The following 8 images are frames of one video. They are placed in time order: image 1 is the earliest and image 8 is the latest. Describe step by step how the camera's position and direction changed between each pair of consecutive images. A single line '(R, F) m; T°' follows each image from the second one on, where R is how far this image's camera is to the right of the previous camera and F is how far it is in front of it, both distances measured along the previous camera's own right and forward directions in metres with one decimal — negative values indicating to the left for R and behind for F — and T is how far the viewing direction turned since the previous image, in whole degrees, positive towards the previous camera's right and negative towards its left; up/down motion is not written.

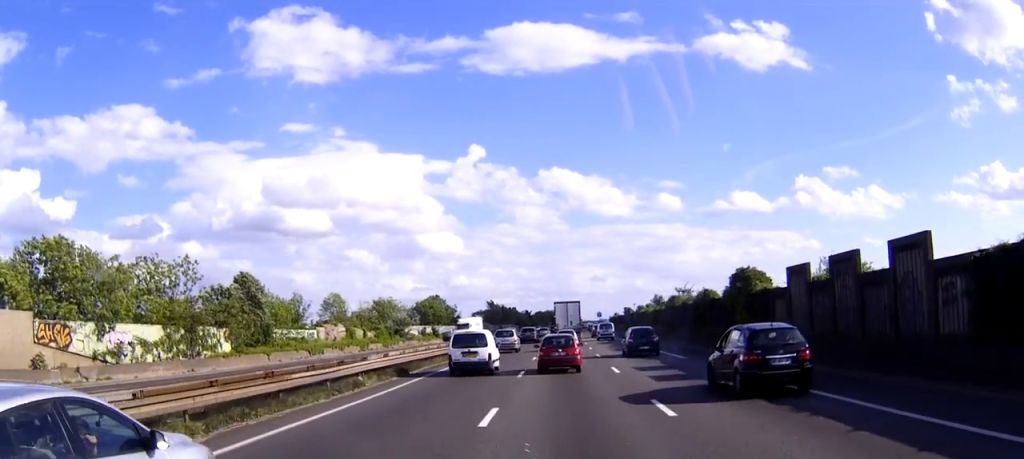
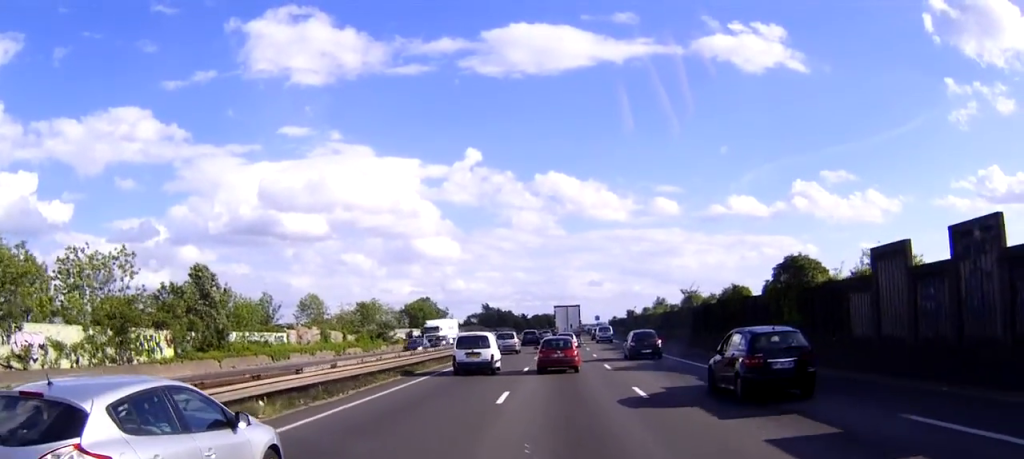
(+0.1, +8.8) m; 0°
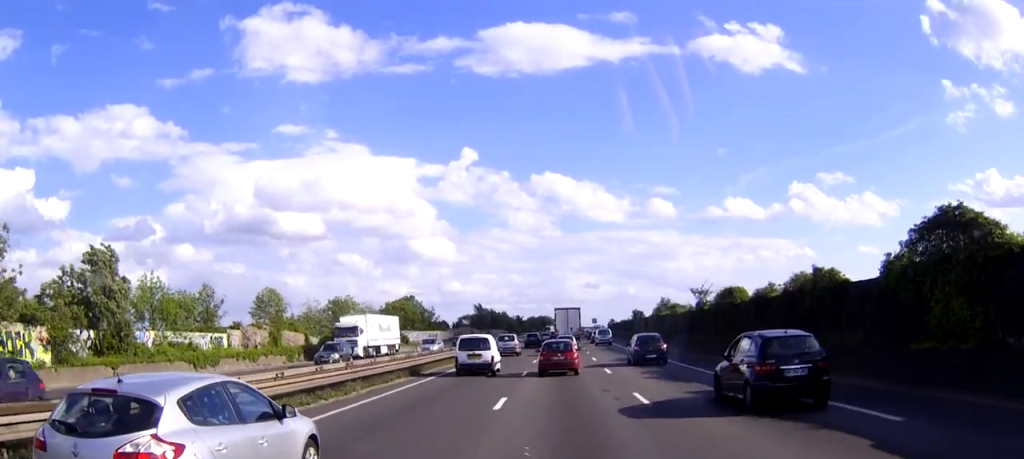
(0.0, +13.4) m; 0°
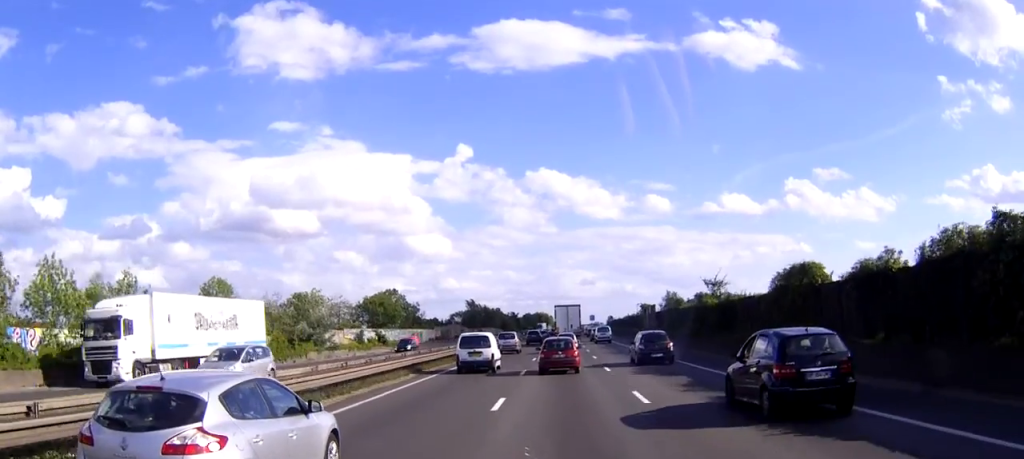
(0.0, +12.9) m; 0°
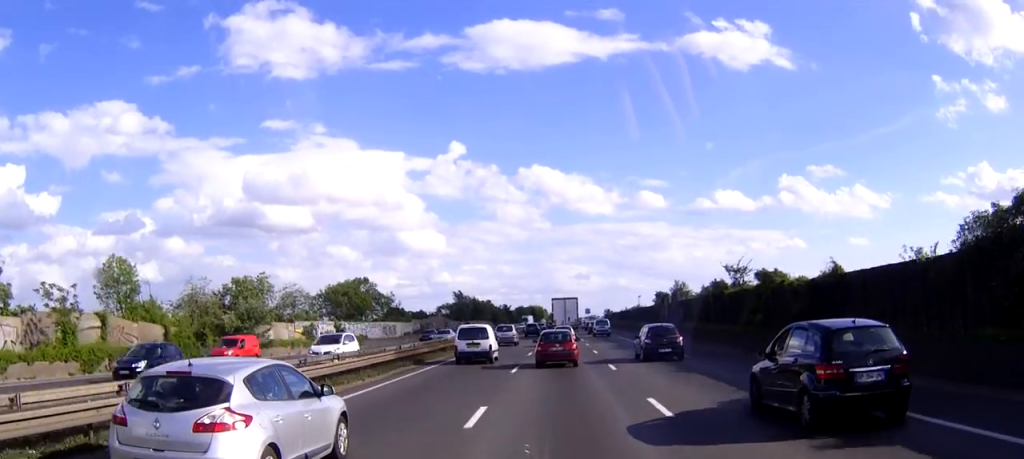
(0.0, +16.7) m; 0°
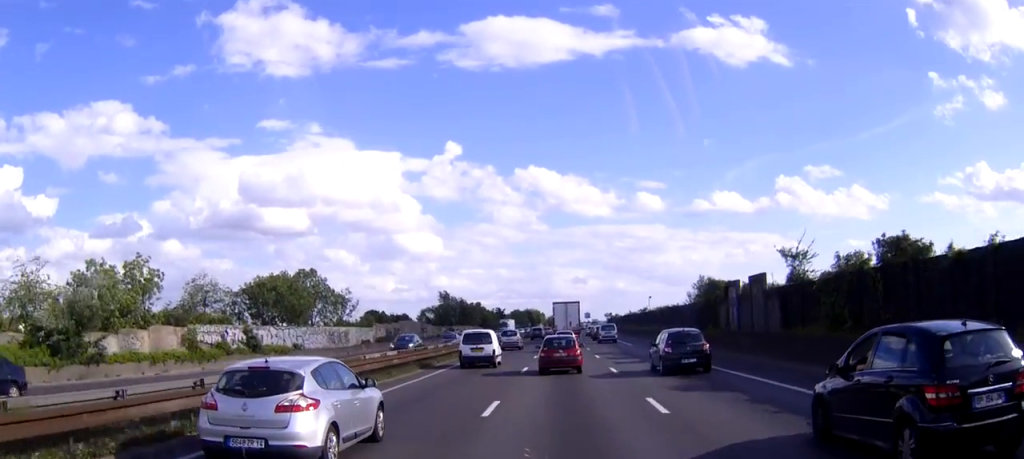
(+0.2, +24.6) m; +1°
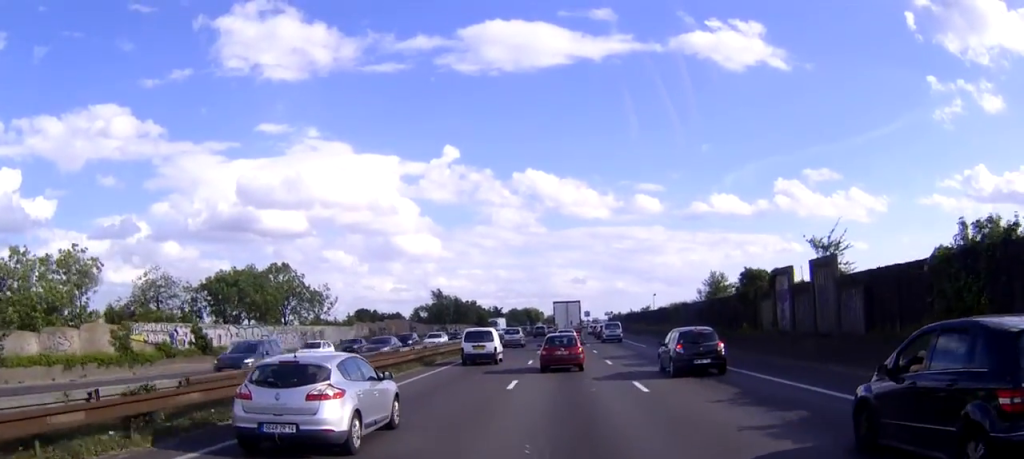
(0.0, +9.0) m; 0°
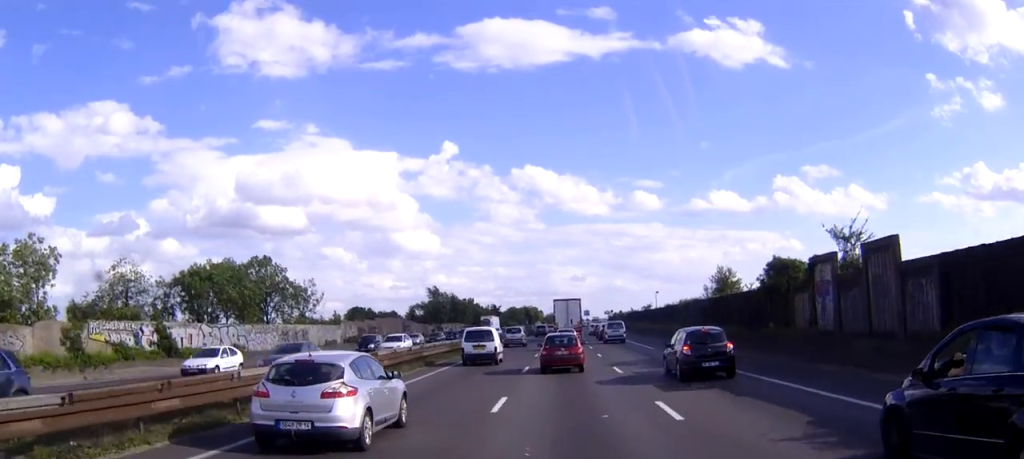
(0.0, +5.0) m; 0°
